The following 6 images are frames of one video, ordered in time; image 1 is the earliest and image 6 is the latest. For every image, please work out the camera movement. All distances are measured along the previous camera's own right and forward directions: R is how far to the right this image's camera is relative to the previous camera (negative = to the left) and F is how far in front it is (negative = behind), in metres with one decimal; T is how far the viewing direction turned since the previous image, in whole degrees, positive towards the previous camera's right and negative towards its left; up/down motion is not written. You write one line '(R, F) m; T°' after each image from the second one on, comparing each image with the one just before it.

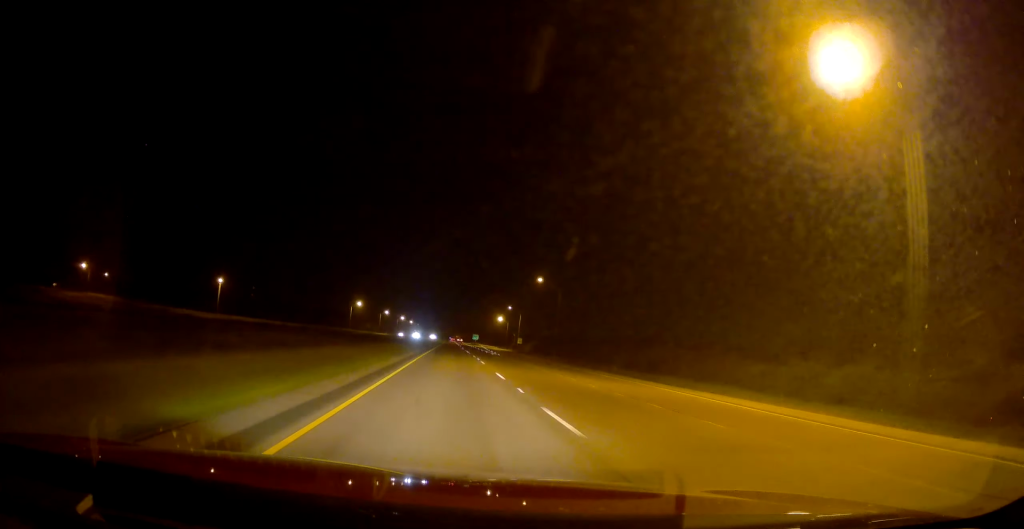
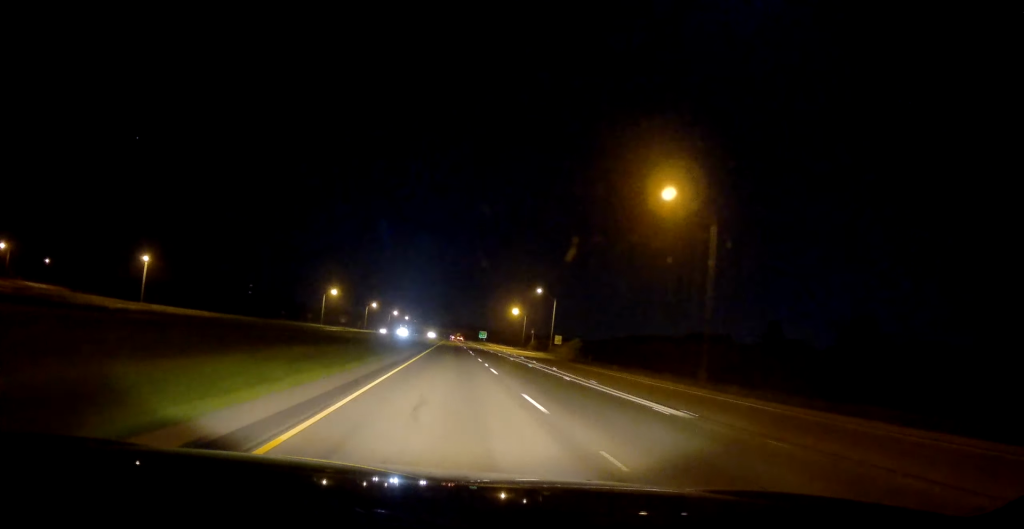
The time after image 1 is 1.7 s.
(+1.4, +58.5) m; +1°
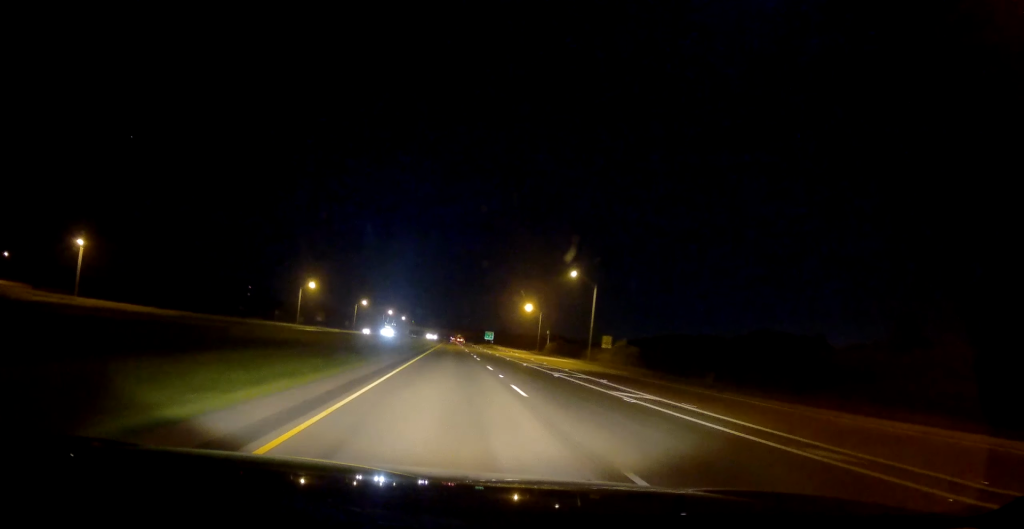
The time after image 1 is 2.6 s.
(0.0, +33.5) m; 0°
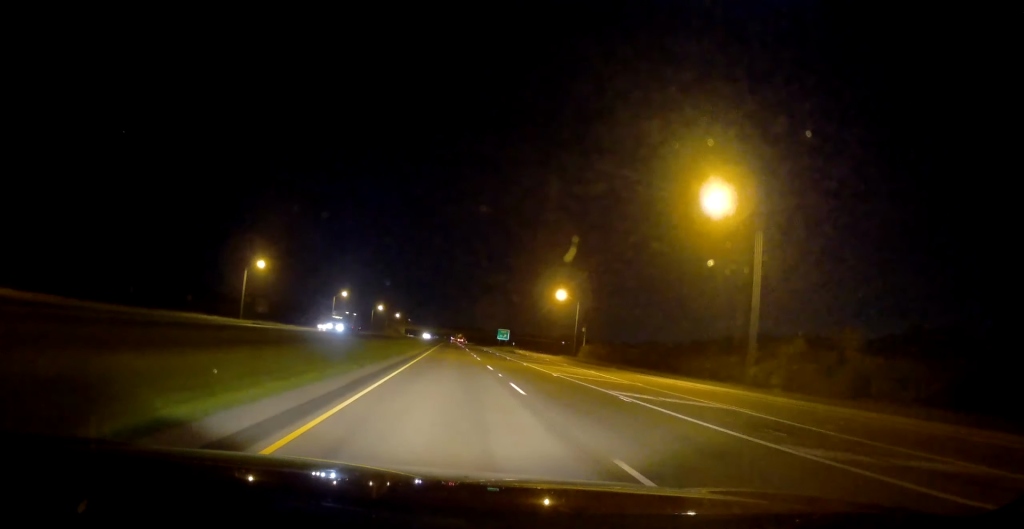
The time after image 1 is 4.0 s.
(0.0, +48.1) m; 0°
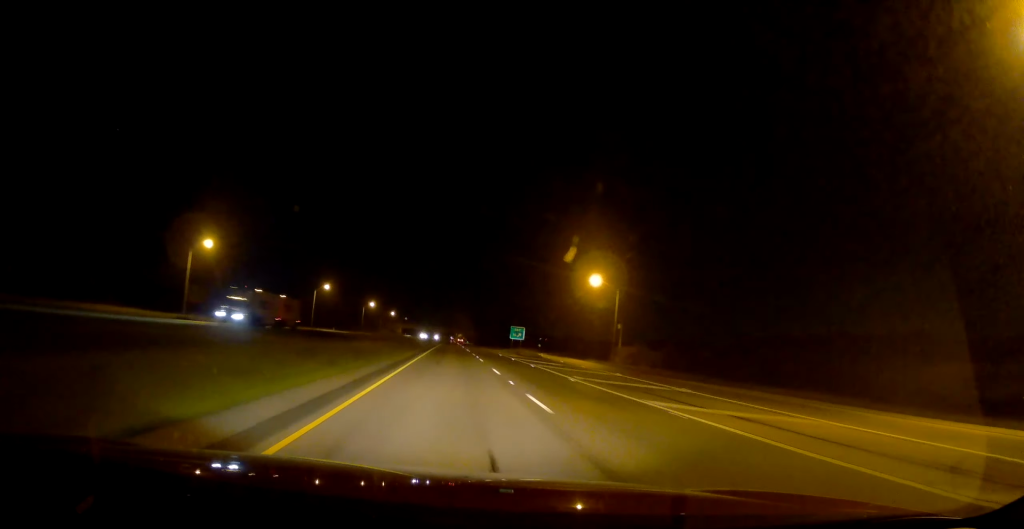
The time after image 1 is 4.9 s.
(0.0, +28.6) m; 0°
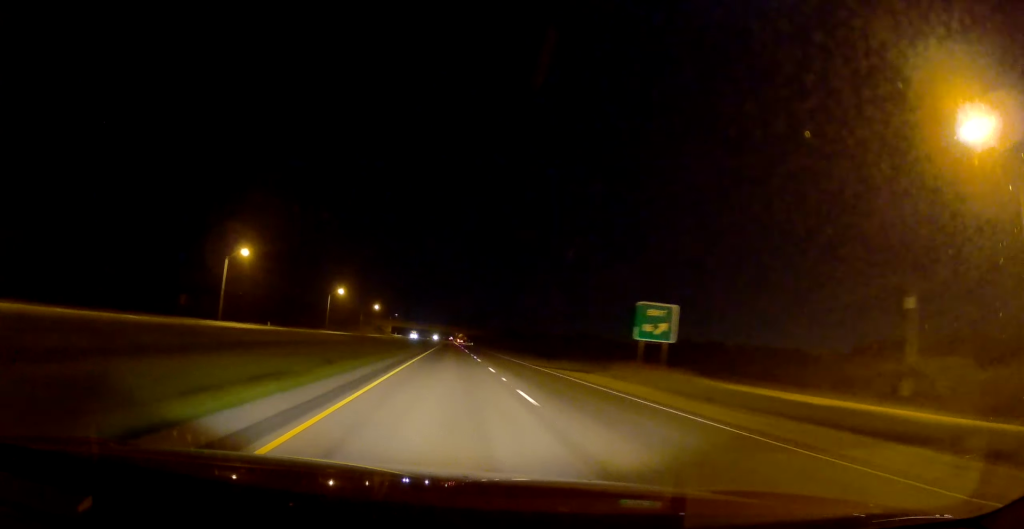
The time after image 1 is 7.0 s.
(0.0, +73.0) m; 0°
